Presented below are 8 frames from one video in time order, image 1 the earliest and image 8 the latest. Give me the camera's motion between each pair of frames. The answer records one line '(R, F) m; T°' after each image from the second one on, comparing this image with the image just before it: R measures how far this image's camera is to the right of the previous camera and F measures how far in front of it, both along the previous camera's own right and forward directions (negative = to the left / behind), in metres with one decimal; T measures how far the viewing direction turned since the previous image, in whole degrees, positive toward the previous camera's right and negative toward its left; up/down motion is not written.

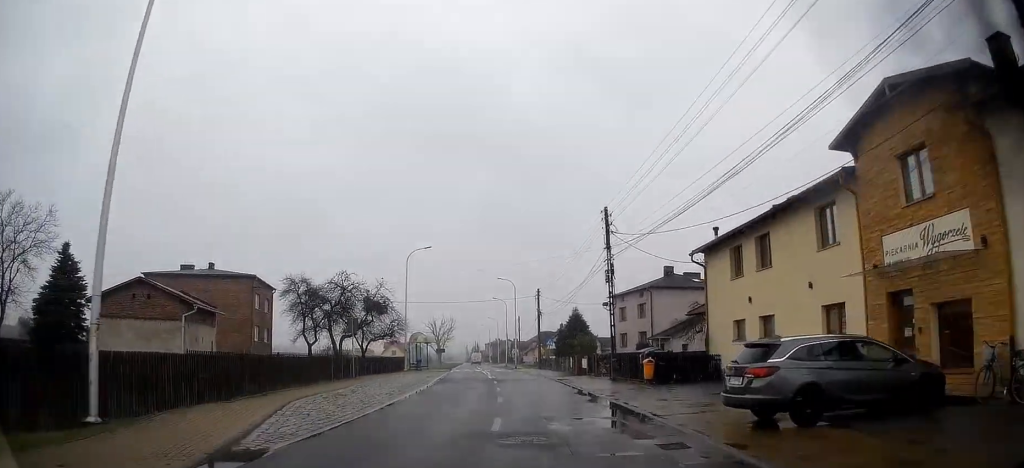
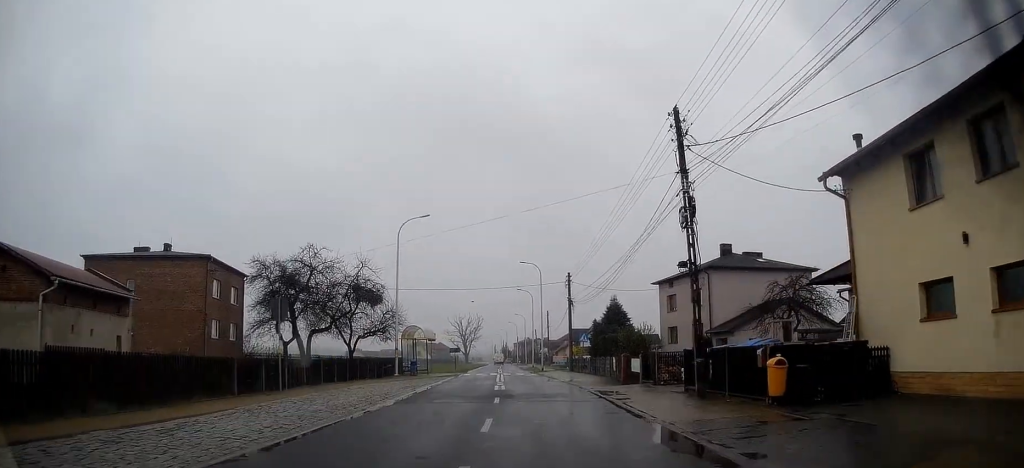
(-0.3, +11.7) m; -3°
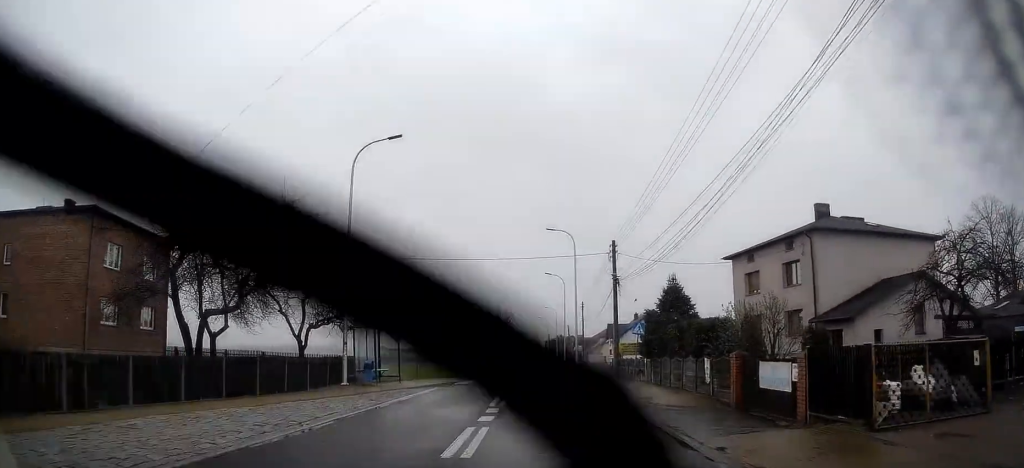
(-0.5, +14.9) m; -3°
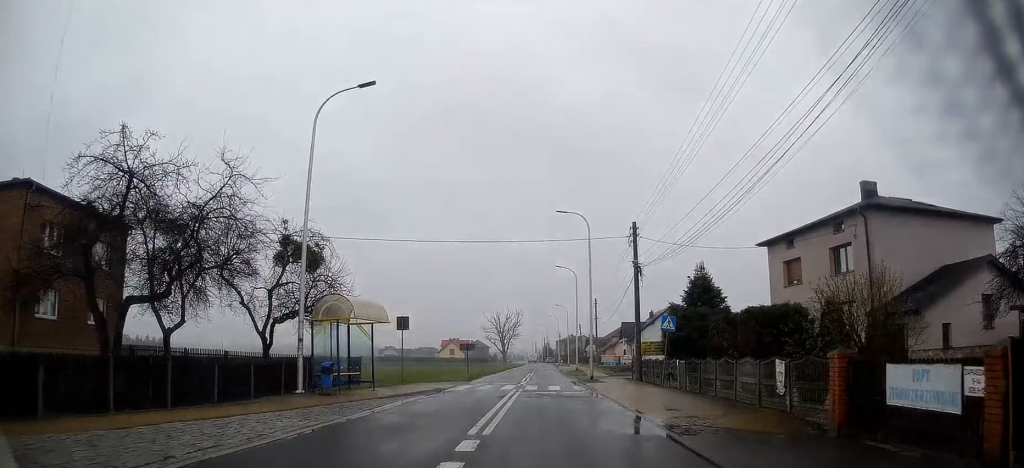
(-0.1, +5.5) m; 0°
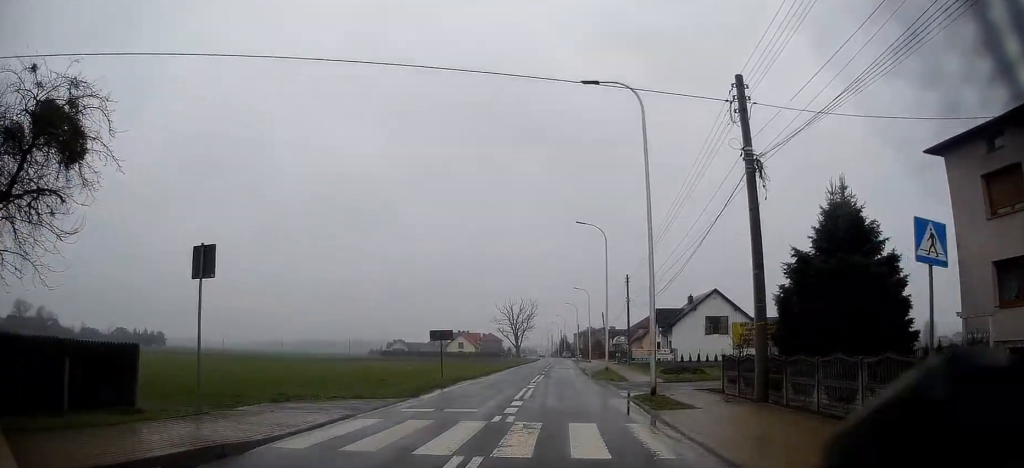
(-0.2, +18.0) m; -1°
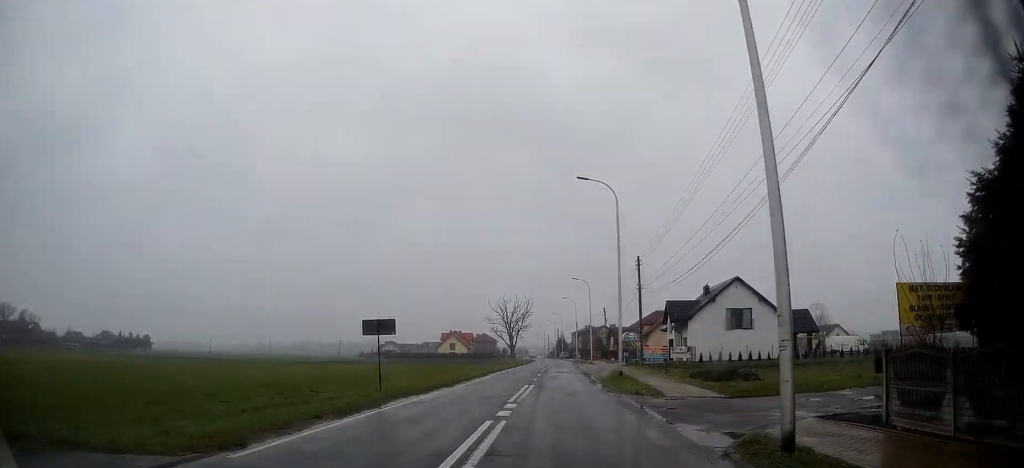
(-0.1, +11.1) m; 0°
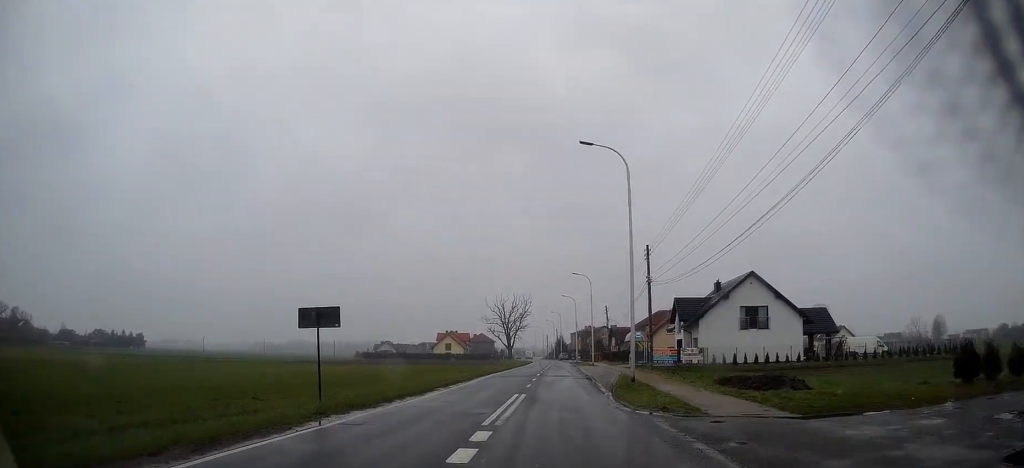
(+0.1, +5.6) m; 0°
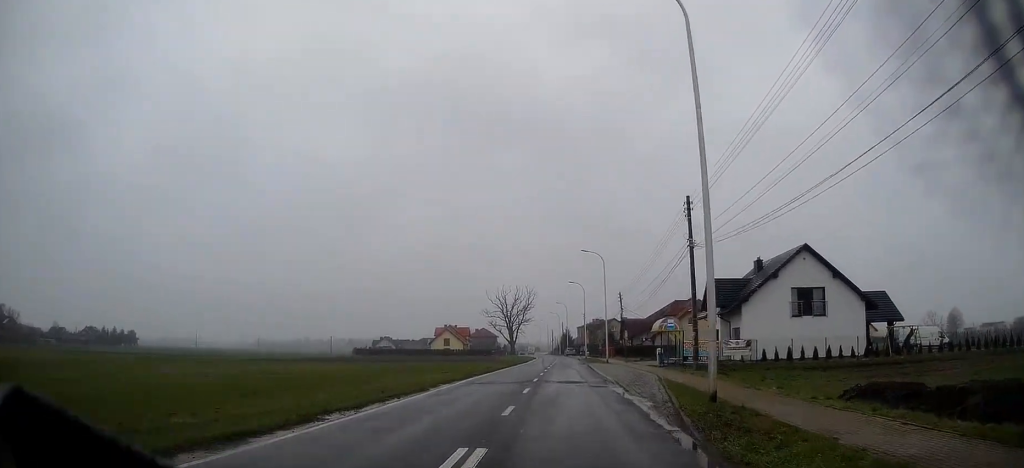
(-0.2, +12.4) m; 0°
